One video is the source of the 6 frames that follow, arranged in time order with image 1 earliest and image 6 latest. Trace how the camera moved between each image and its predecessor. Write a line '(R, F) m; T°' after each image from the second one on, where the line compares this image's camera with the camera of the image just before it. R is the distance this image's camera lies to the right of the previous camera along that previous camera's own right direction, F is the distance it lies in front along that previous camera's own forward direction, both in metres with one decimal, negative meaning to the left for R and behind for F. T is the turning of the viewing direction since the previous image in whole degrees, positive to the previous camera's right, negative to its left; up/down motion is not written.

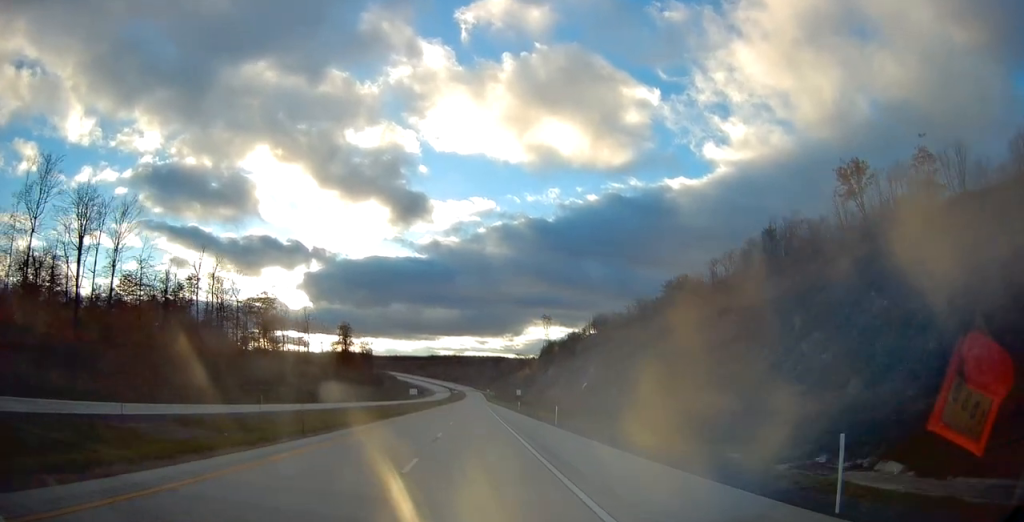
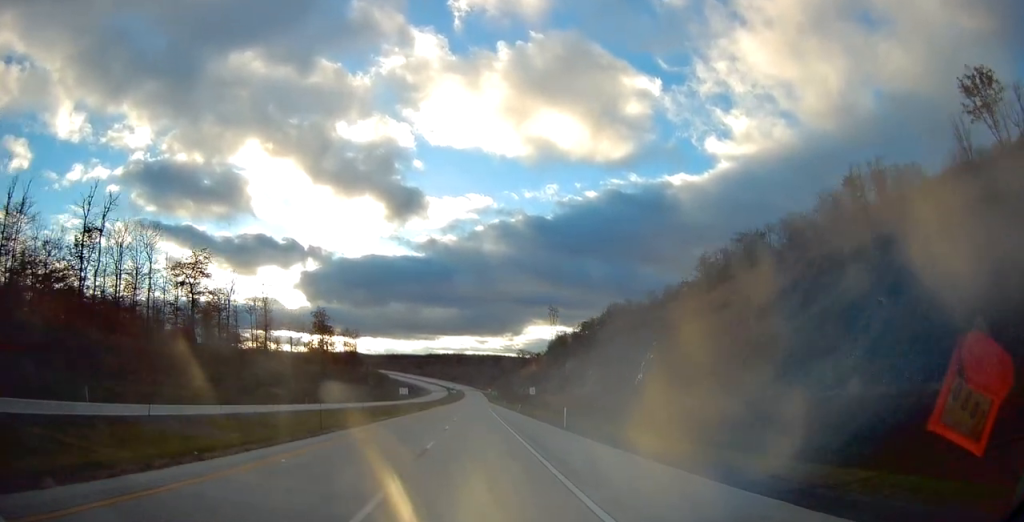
(+0.1, +41.7) m; 0°
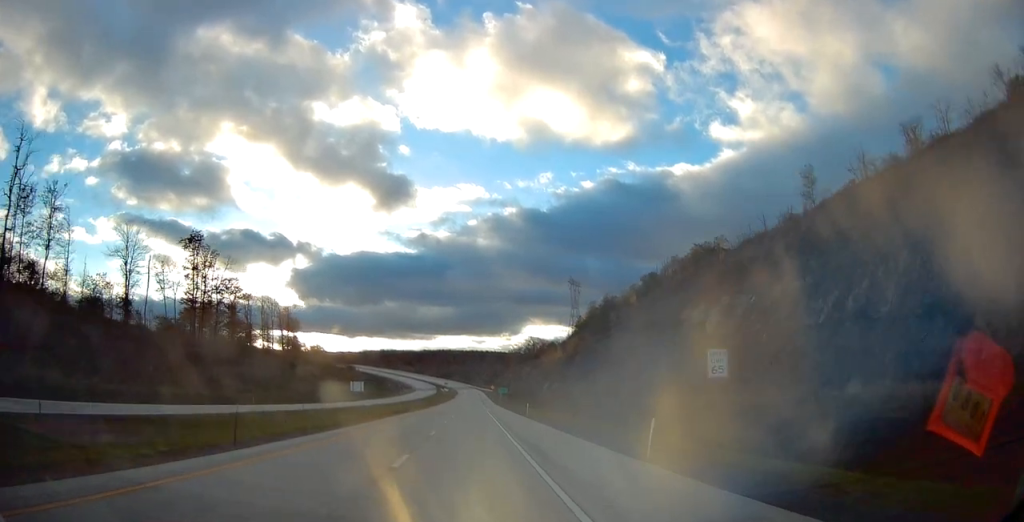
(+0.4, +102.5) m; 0°
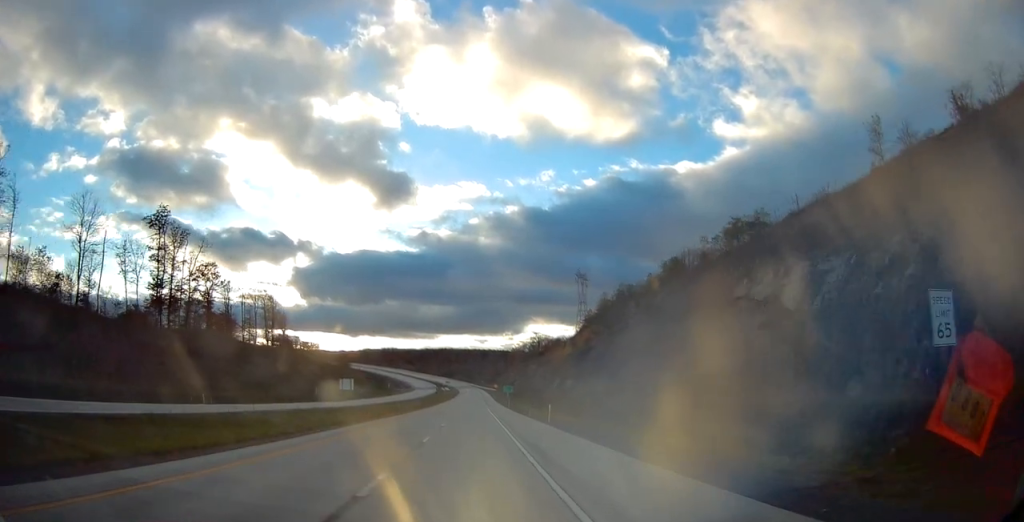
(0.0, +16.8) m; 0°
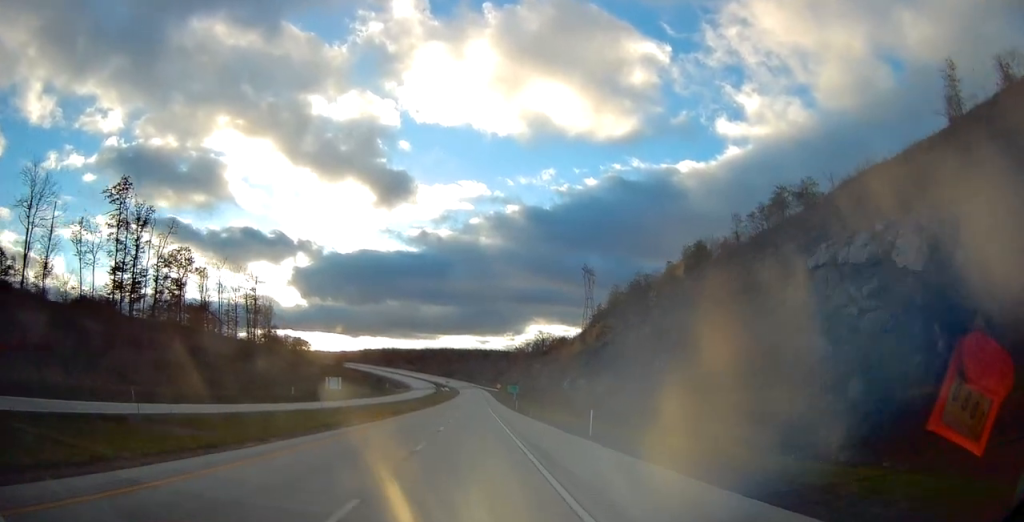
(0.0, +15.8) m; 0°
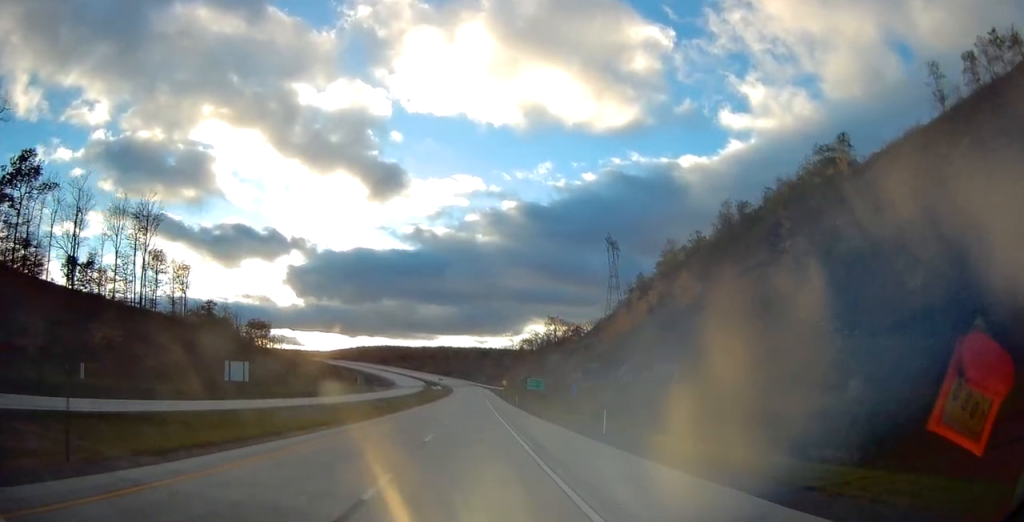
(-0.1, +57.7) m; 0°
